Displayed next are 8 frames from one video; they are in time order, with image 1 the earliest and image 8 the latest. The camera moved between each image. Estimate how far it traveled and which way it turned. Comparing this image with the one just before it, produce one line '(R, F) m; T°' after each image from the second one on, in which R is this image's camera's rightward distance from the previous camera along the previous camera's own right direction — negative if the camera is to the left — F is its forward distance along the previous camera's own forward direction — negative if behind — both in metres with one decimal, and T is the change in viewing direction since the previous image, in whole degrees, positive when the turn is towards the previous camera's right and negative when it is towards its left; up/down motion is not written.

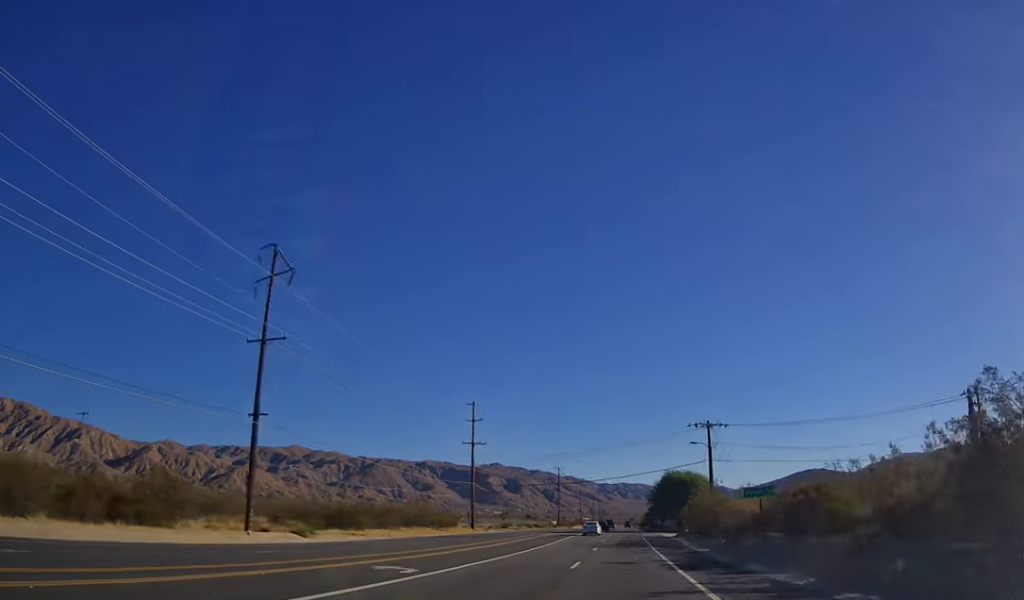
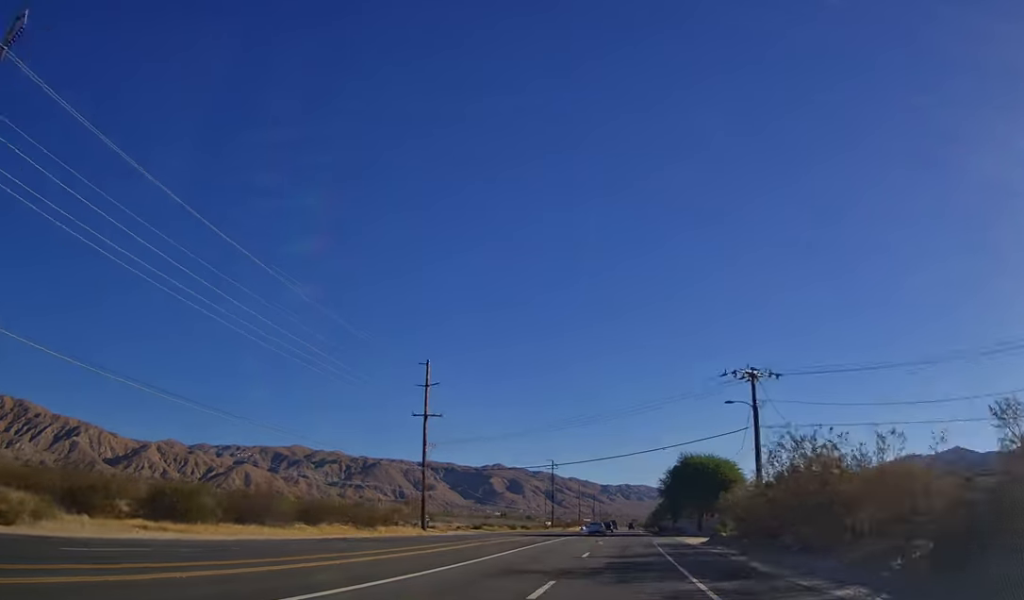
(-0.1, +25.0) m; 0°
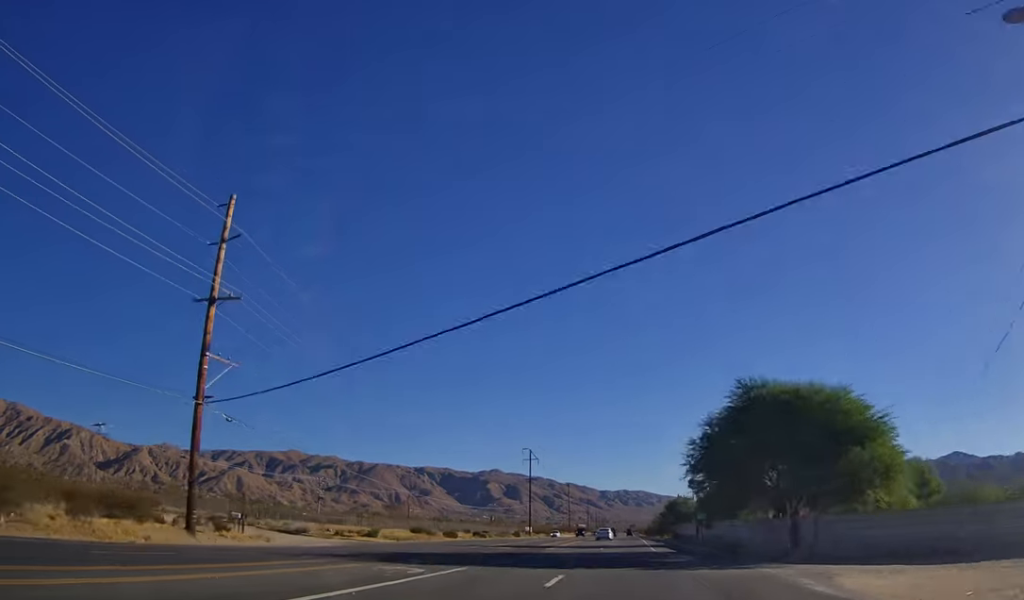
(+0.2, +40.9) m; 0°
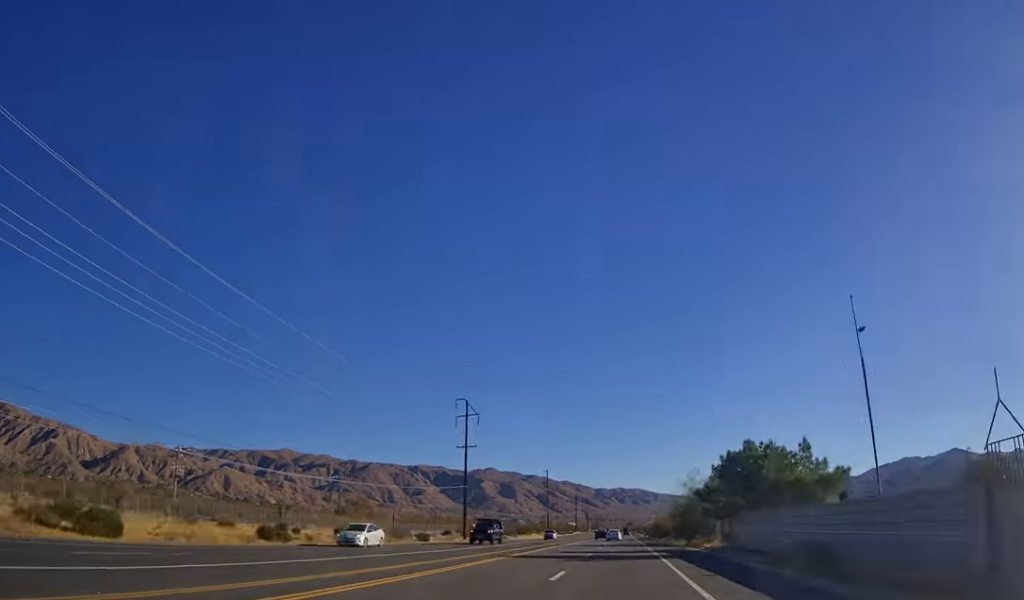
(-0.2, +56.8) m; 0°
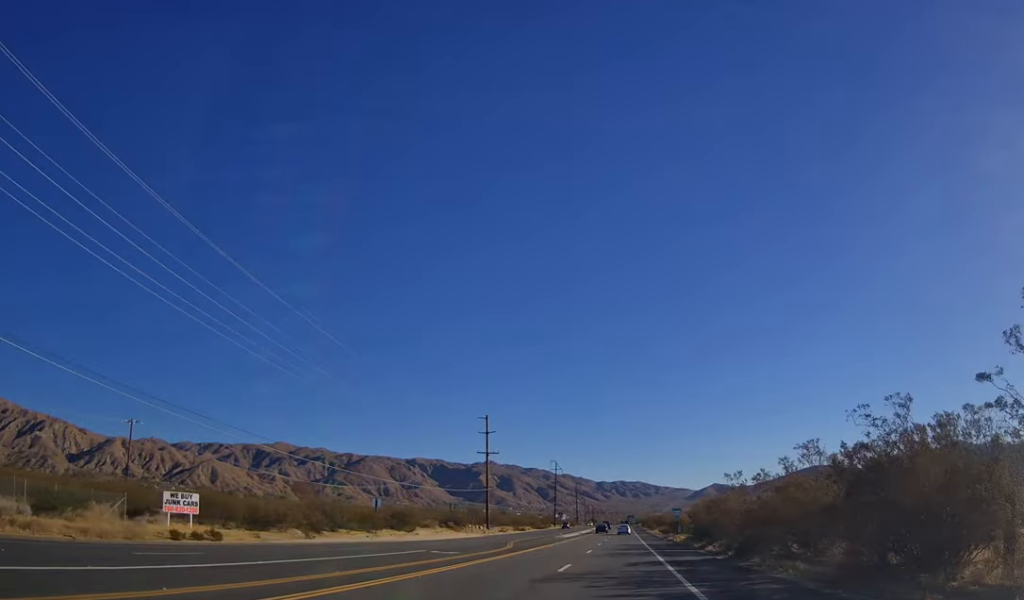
(+0.9, +85.1) m; +1°
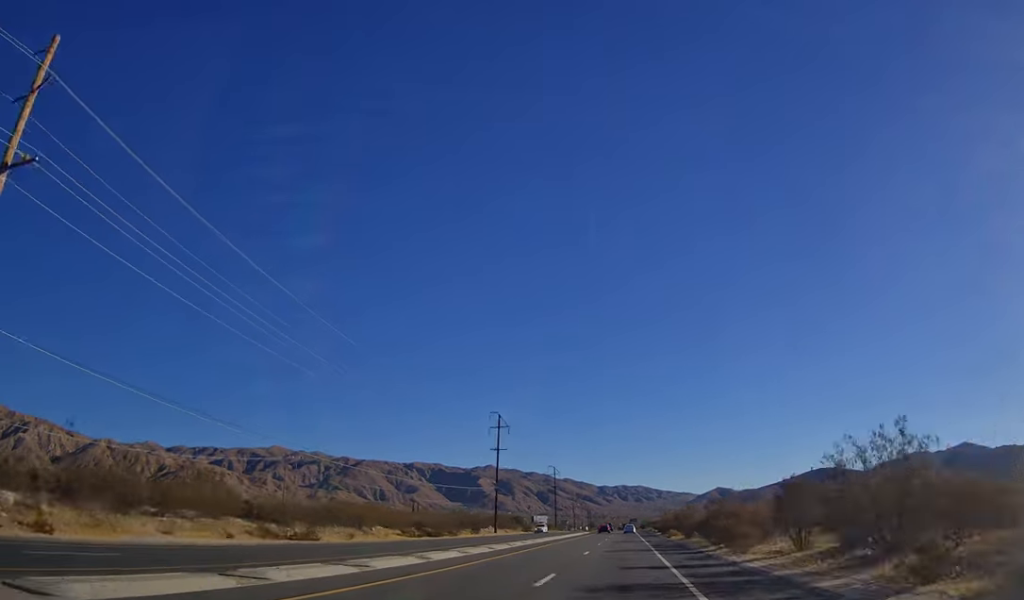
(-0.8, +93.4) m; 0°
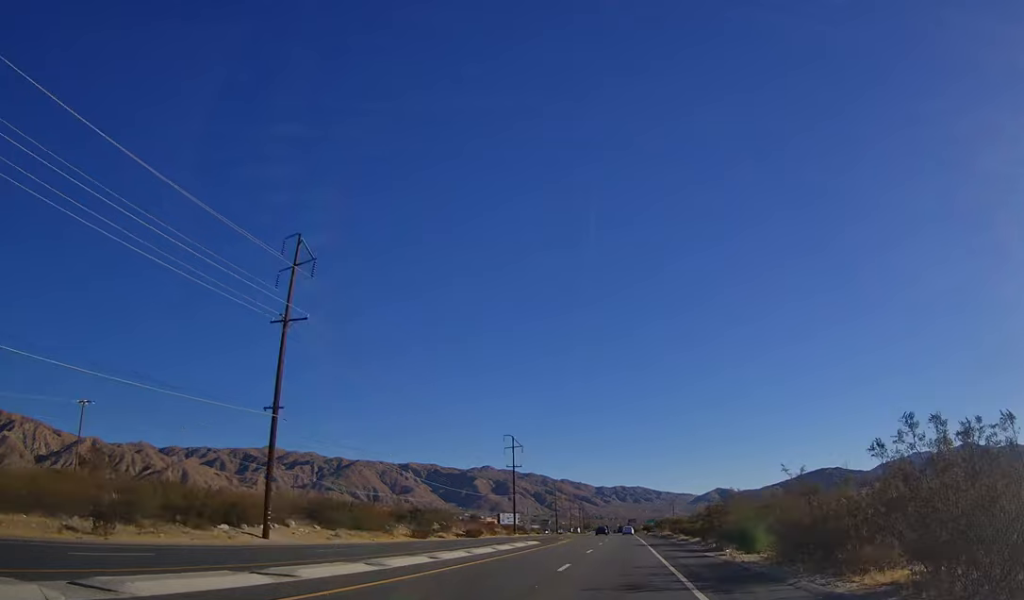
(-0.1, +71.5) m; -1°
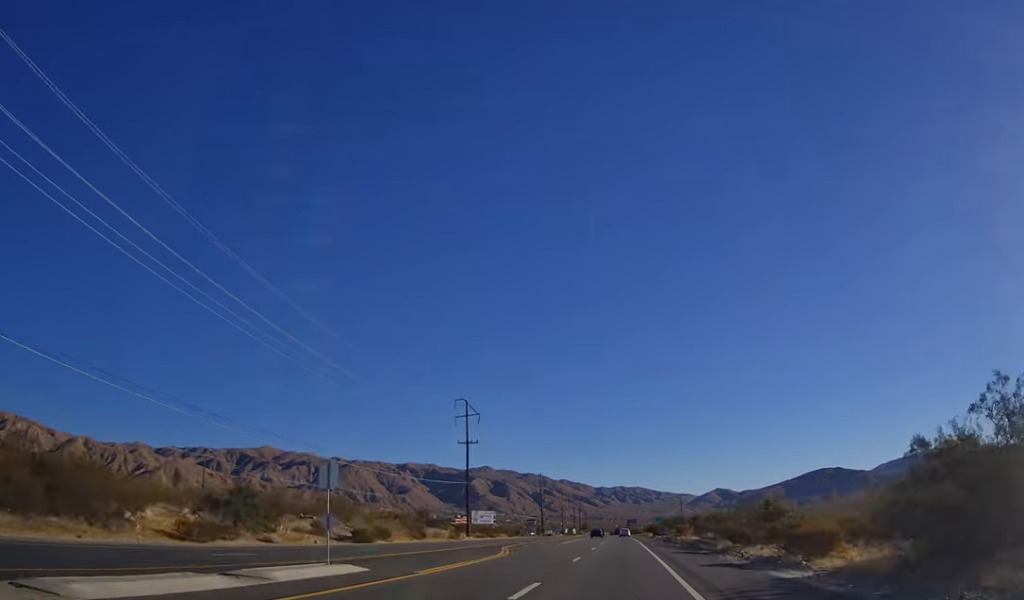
(-0.6, +37.9) m; 0°
